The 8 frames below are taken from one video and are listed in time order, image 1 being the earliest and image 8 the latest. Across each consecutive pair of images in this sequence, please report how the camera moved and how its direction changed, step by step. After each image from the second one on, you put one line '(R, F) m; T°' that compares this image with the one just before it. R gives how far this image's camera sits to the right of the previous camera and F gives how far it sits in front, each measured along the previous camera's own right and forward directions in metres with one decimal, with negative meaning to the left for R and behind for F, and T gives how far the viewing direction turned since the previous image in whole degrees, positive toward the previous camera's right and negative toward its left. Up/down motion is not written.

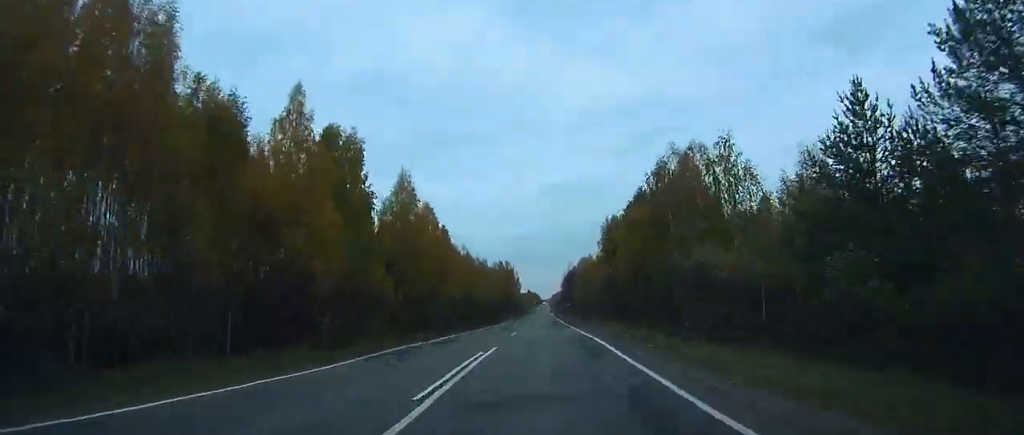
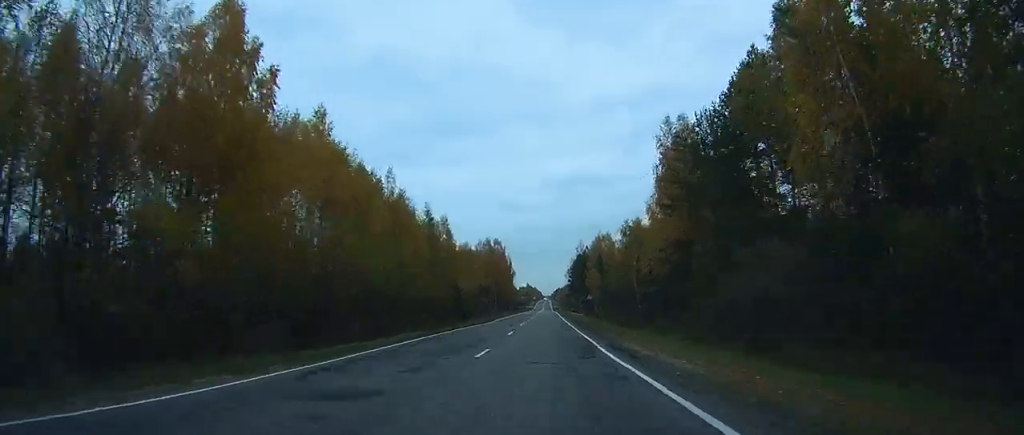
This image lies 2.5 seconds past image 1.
(+0.1, +59.5) m; 0°
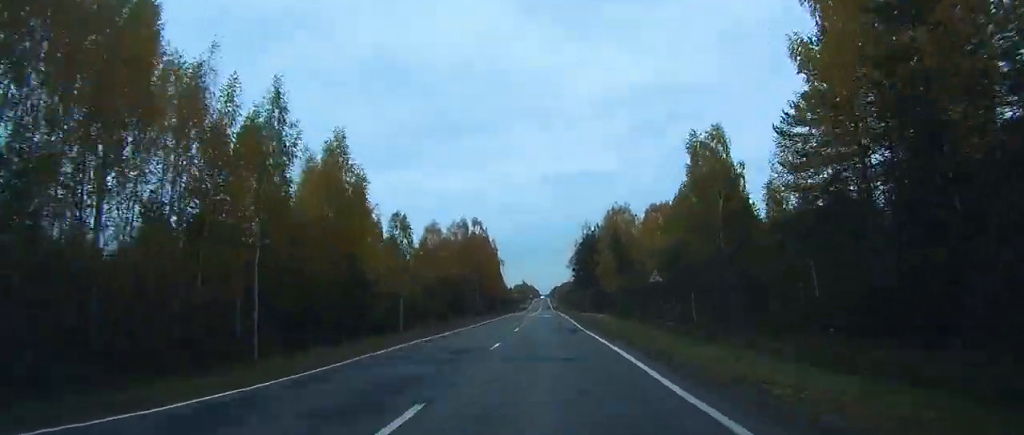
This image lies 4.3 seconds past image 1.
(+0.2, +47.1) m; 0°
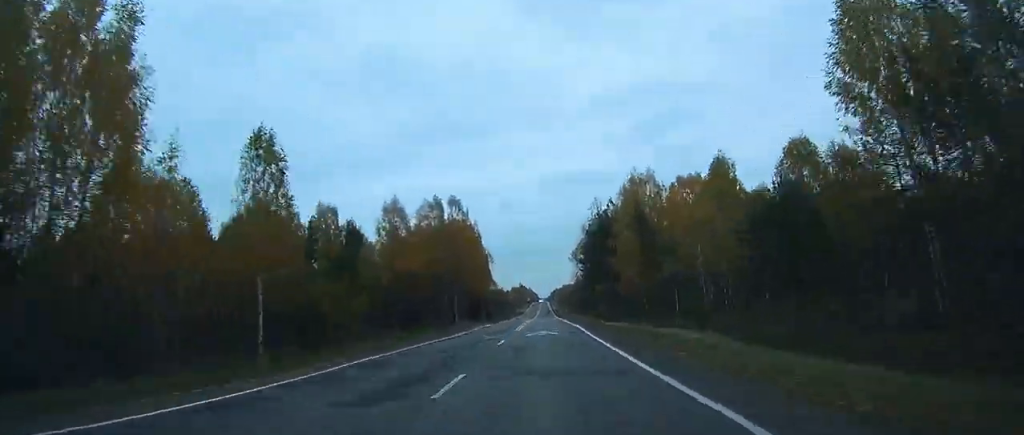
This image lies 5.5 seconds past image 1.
(-0.2, +33.3) m; 0°
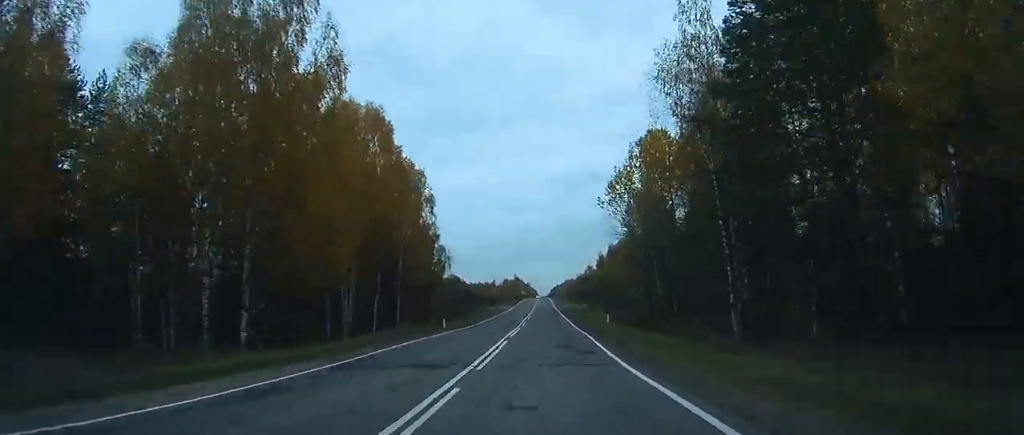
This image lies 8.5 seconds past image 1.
(-0.2, +78.1) m; 0°
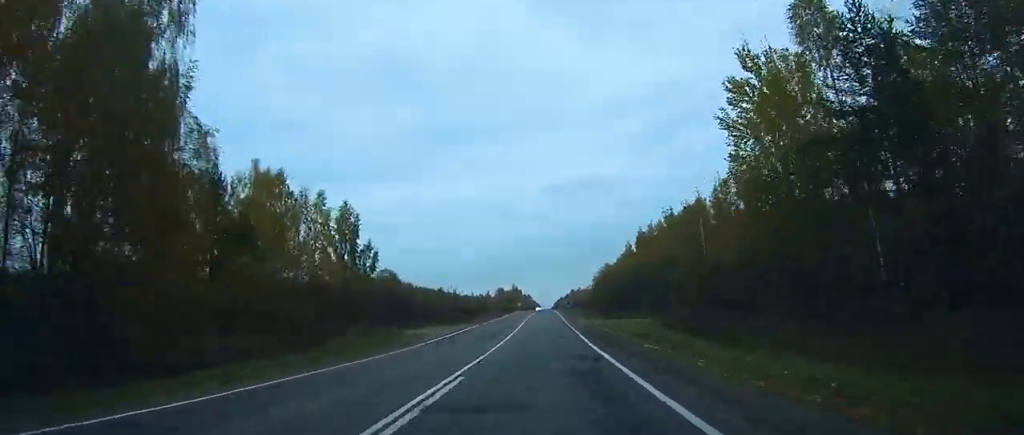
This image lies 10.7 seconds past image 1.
(+0.3, +55.6) m; 0°
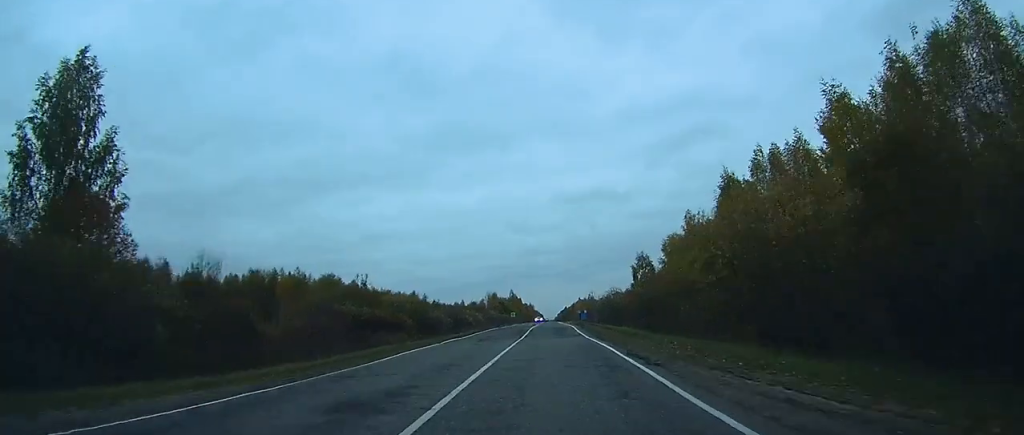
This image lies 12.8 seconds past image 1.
(+0.1, +53.1) m; 0°
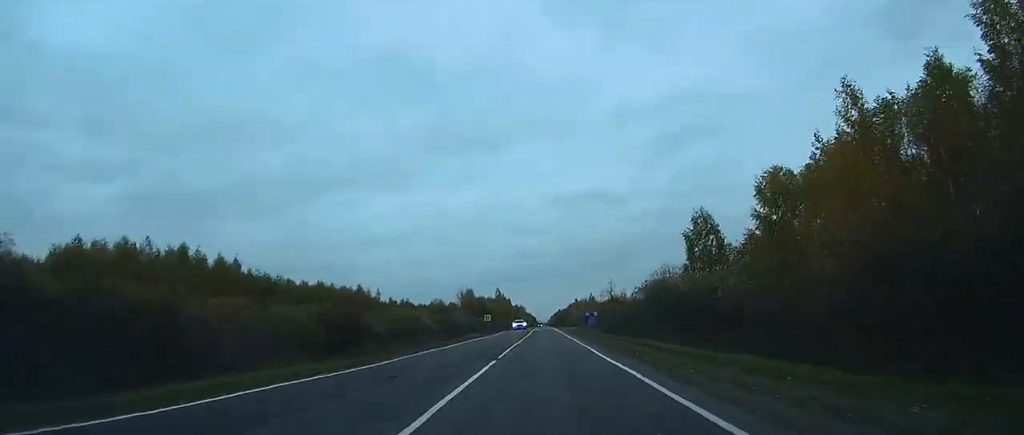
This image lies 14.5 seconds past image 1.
(0.0, +47.4) m; 0°
